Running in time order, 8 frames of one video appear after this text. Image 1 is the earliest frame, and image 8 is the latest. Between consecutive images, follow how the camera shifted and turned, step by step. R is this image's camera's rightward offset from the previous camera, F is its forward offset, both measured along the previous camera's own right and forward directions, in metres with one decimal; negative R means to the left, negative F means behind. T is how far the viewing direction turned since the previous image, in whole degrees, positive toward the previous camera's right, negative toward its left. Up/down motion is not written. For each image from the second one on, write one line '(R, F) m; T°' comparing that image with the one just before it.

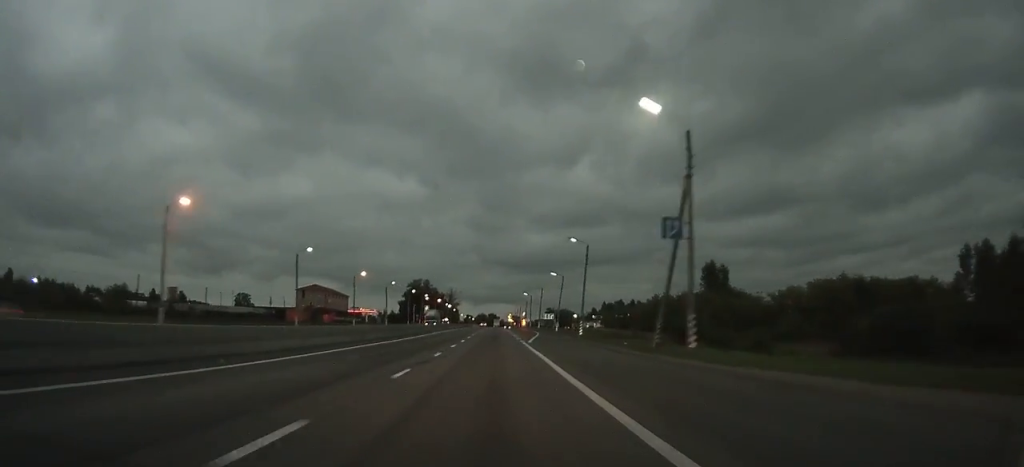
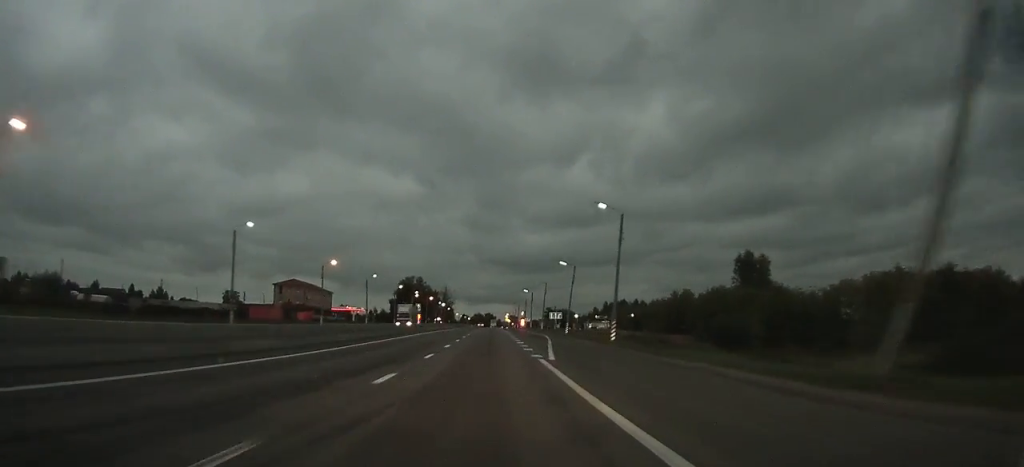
(-0.1, +17.1) m; 0°
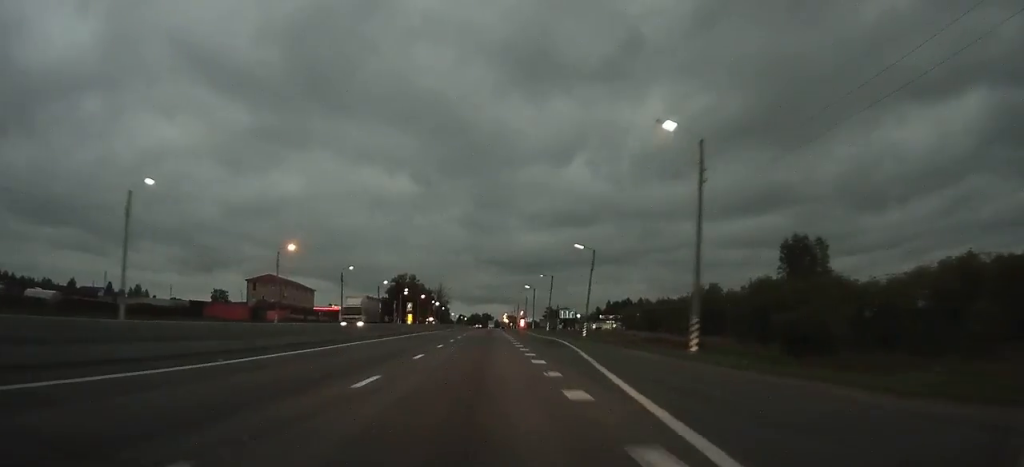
(0.0, +17.1) m; 0°
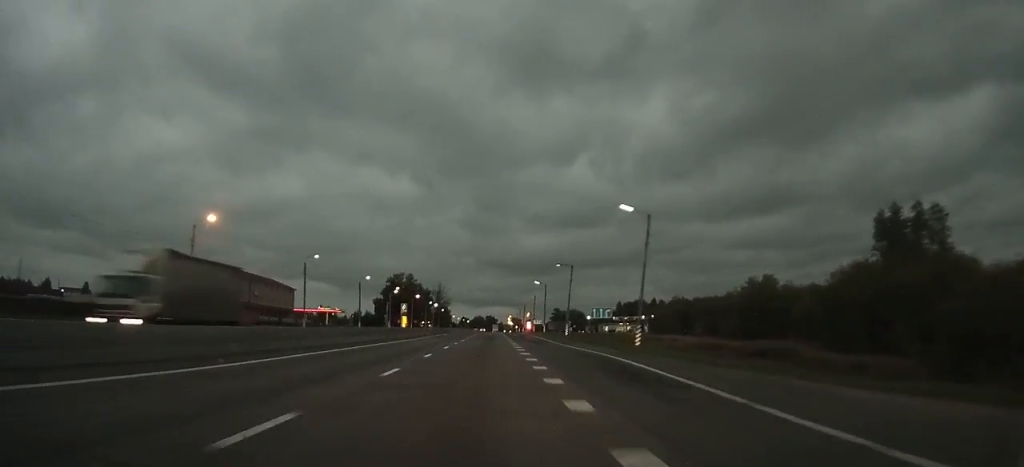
(+0.1, +21.1) m; 0°
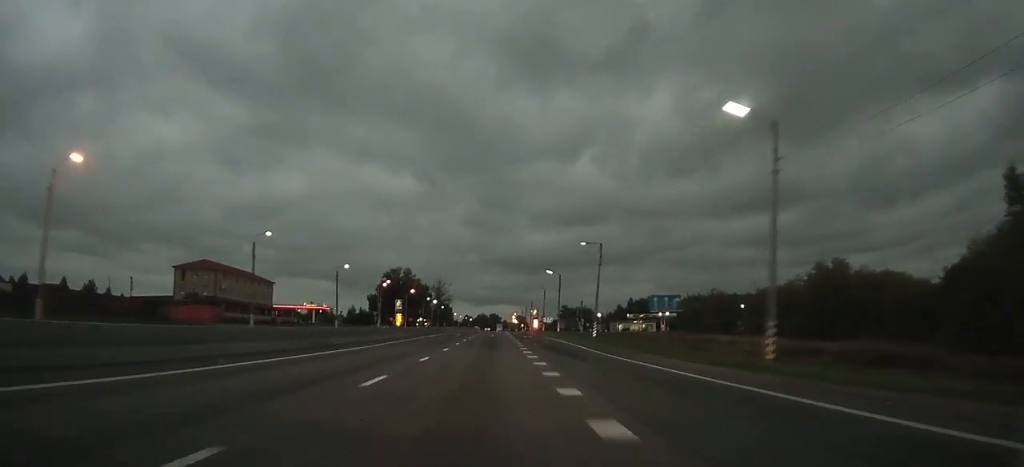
(0.0, +18.4) m; 0°
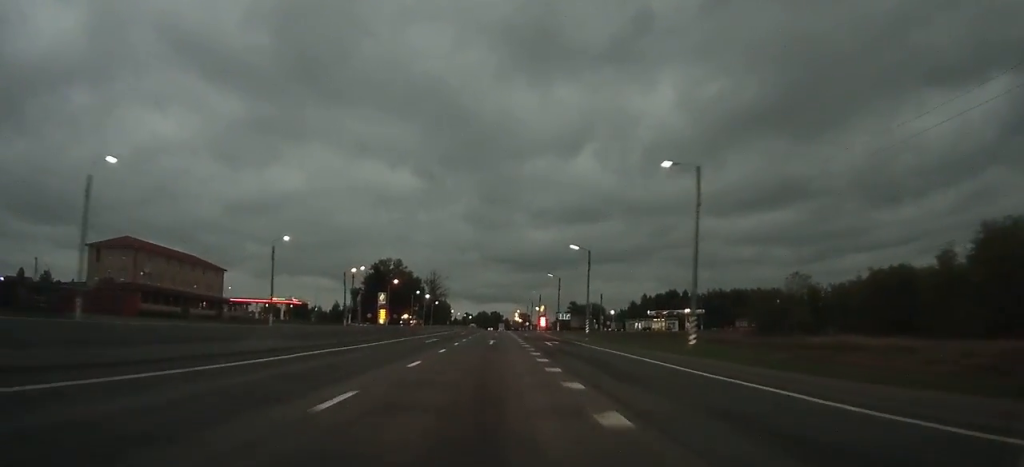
(0.0, +27.5) m; 0°
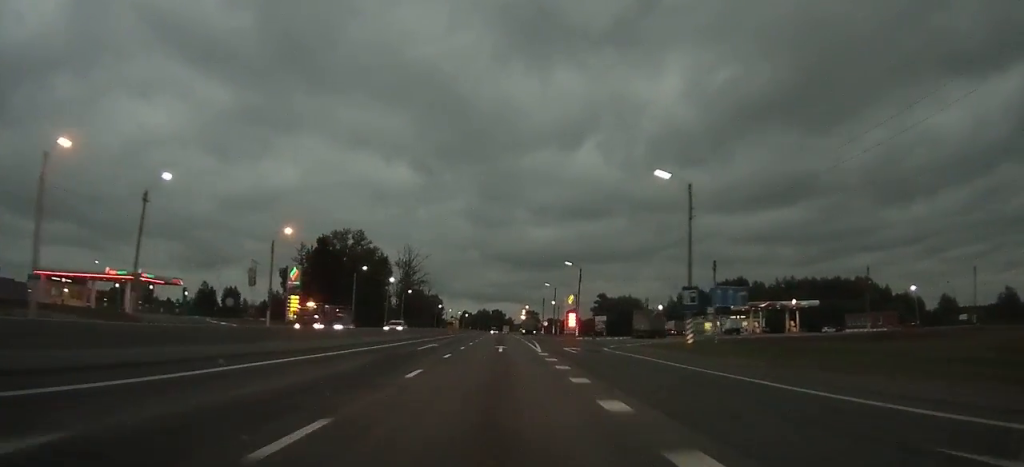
(-0.2, +67.3) m; 0°
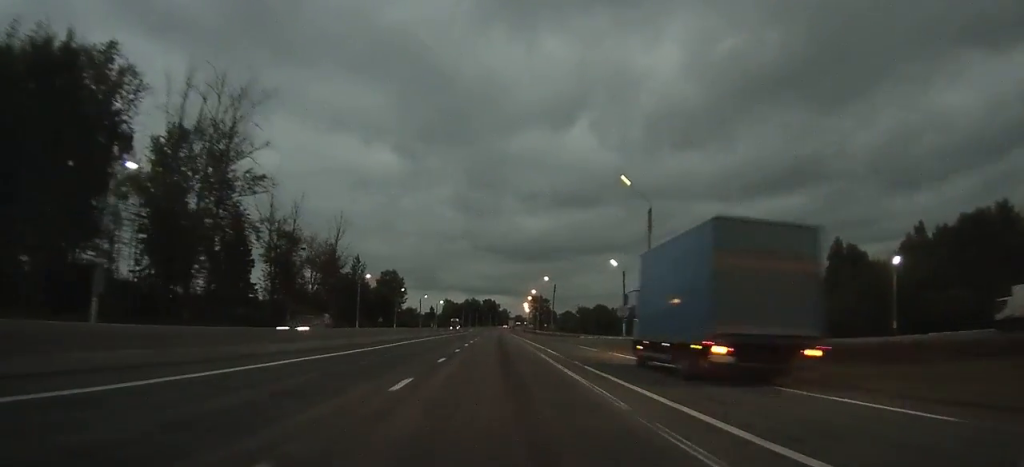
(+0.5, +106.3) m; +1°
